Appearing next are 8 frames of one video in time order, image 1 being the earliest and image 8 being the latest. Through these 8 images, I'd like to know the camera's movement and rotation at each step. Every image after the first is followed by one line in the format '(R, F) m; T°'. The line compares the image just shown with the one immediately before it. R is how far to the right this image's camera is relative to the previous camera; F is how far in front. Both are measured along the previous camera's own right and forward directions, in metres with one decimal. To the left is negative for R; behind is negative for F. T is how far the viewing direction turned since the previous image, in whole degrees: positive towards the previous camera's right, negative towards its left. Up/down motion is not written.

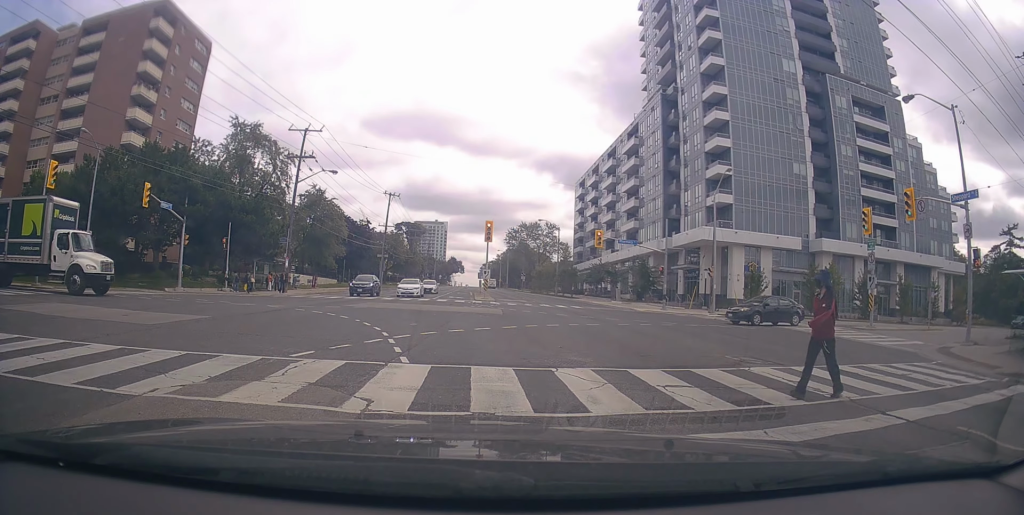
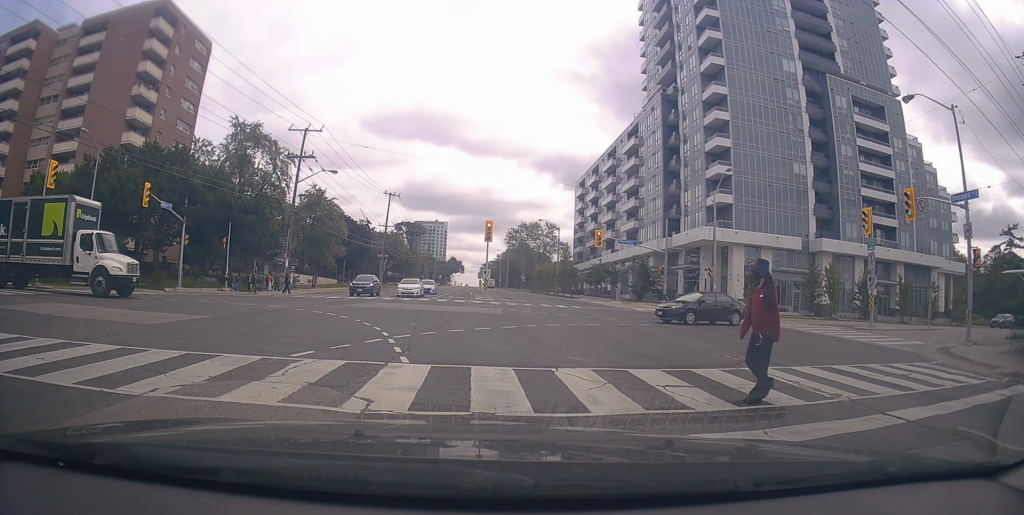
(+0.1, +0.2) m; 0°
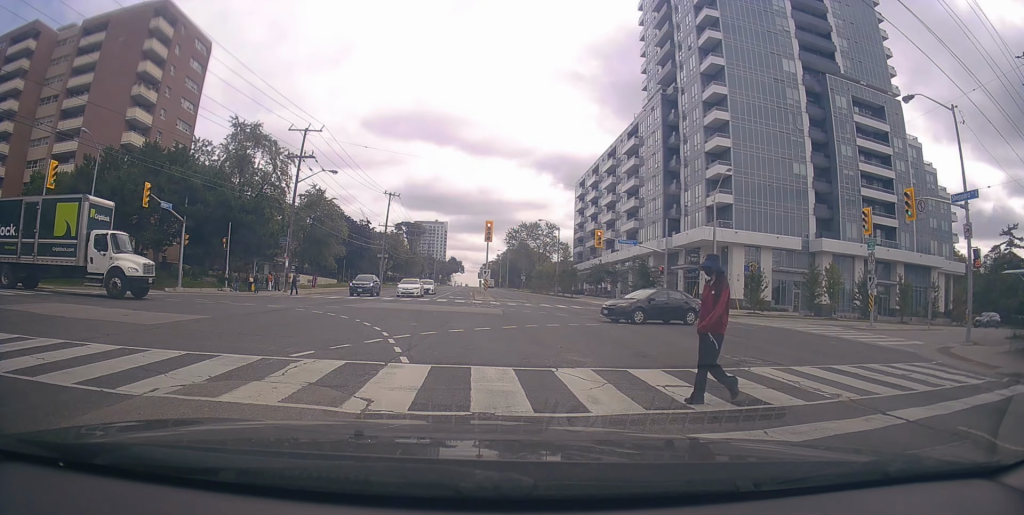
(0.0, 0.0) m; 0°
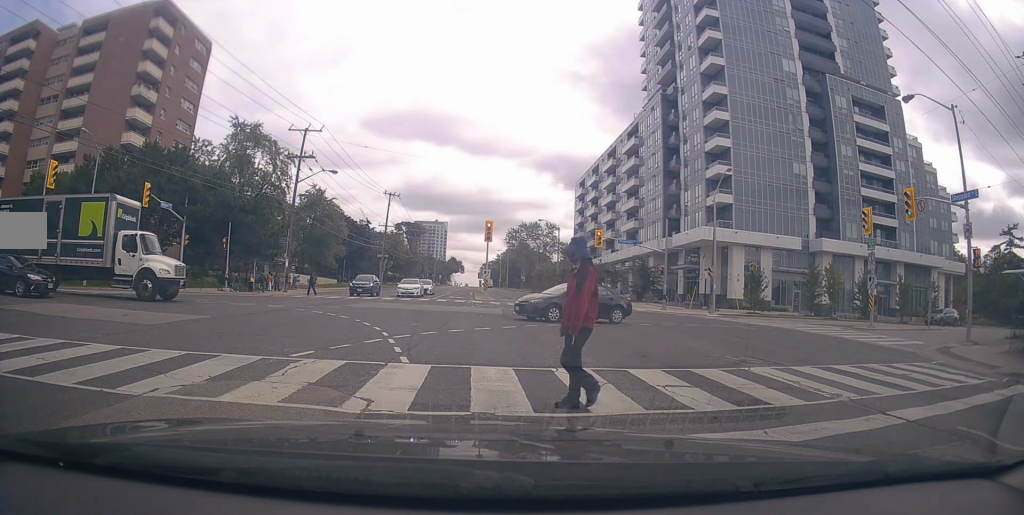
(+0.2, +0.3) m; 0°
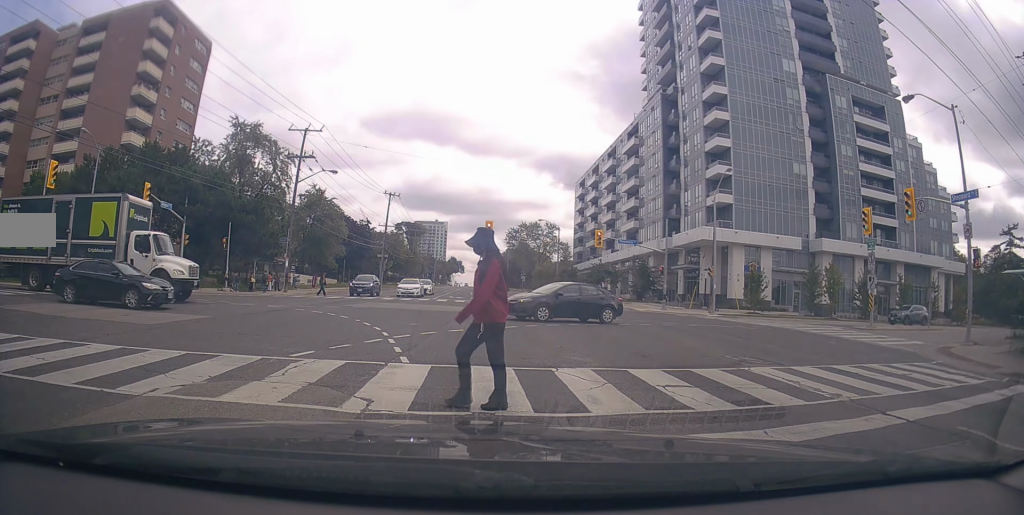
(+0.1, +0.2) m; 0°
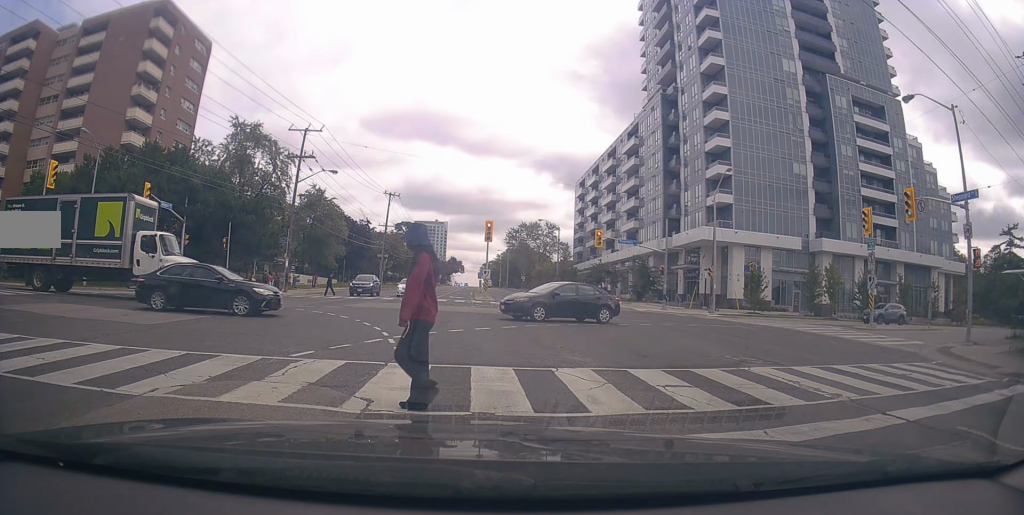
(0.0, 0.0) m; 0°
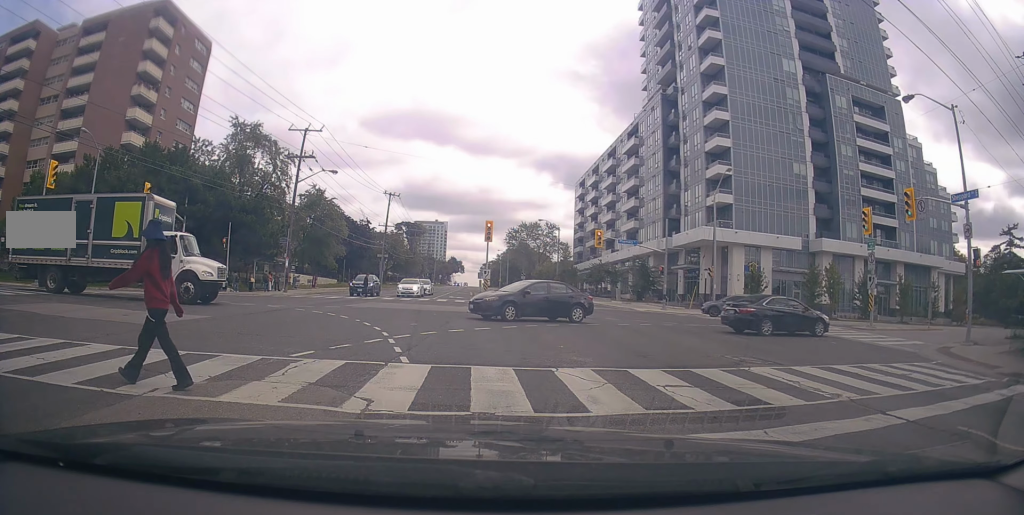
(0.0, 0.0) m; 0°
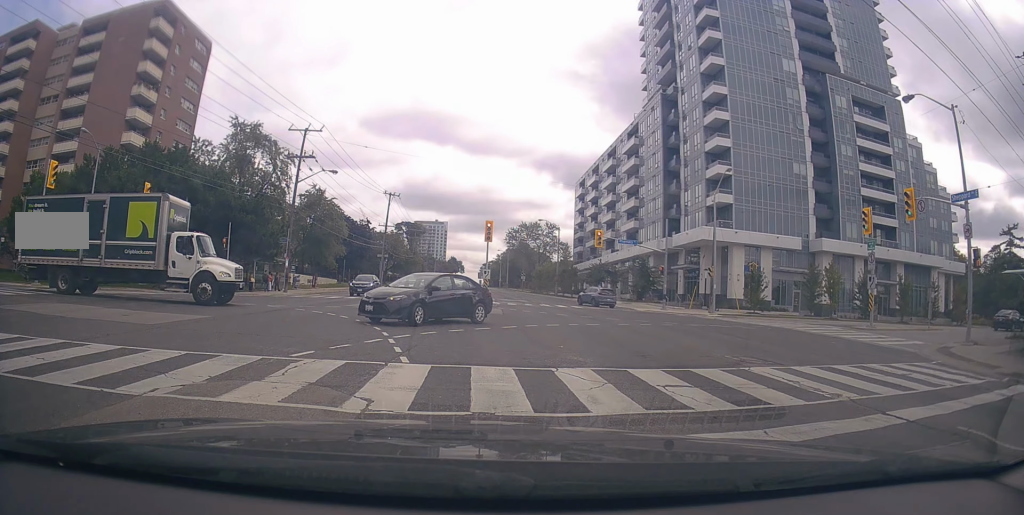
(0.0, 0.0) m; 0°
